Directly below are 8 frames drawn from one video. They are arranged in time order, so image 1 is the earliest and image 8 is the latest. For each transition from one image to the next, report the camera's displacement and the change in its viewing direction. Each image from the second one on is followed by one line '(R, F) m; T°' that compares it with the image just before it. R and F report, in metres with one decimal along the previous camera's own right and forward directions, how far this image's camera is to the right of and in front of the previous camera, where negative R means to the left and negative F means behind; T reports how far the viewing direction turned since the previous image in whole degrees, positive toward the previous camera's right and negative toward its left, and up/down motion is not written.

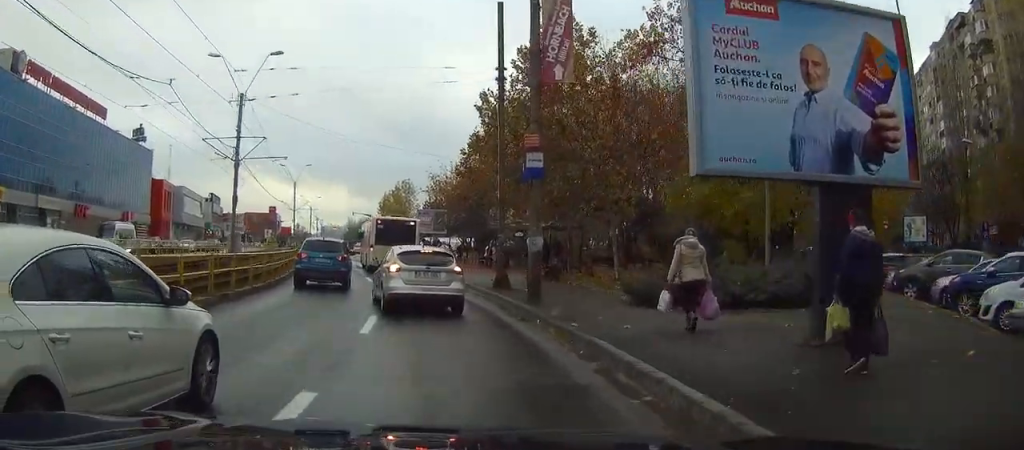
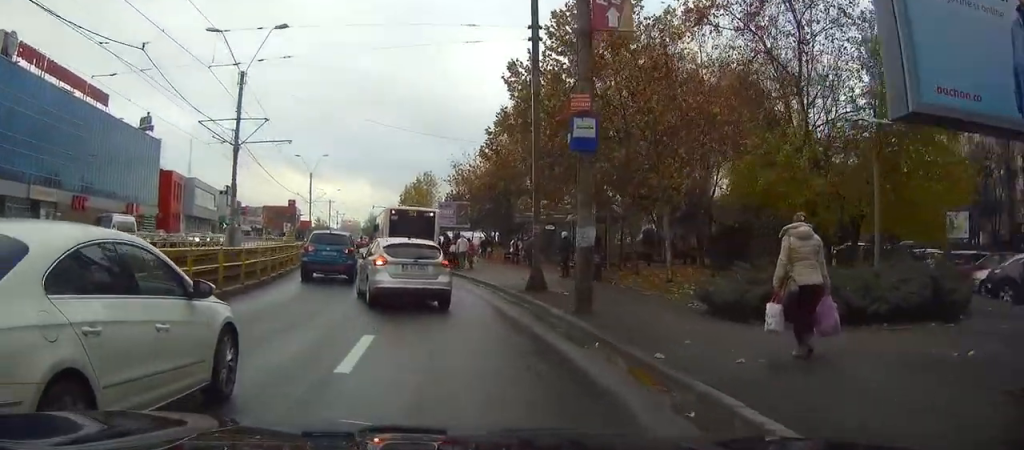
(-0.1, +4.1) m; -3°
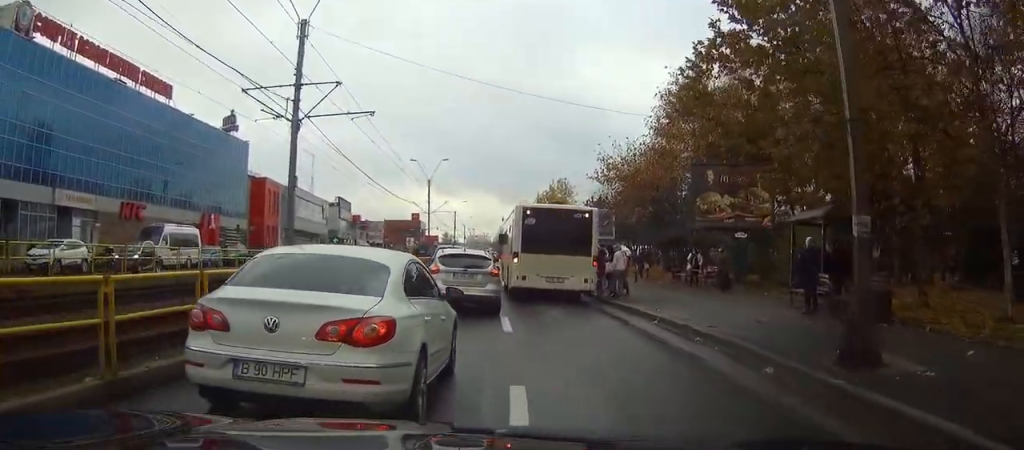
(-1.5, +10.7) m; -17°
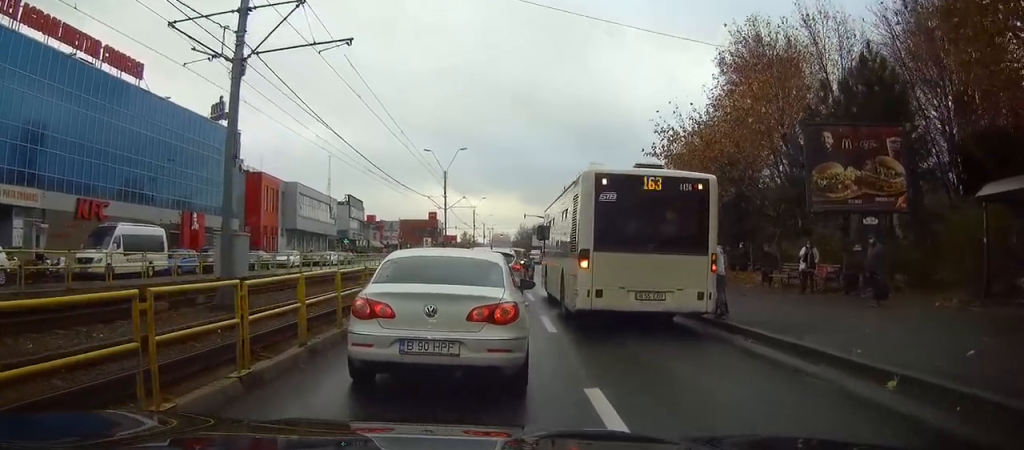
(-0.2, +8.1) m; -1°
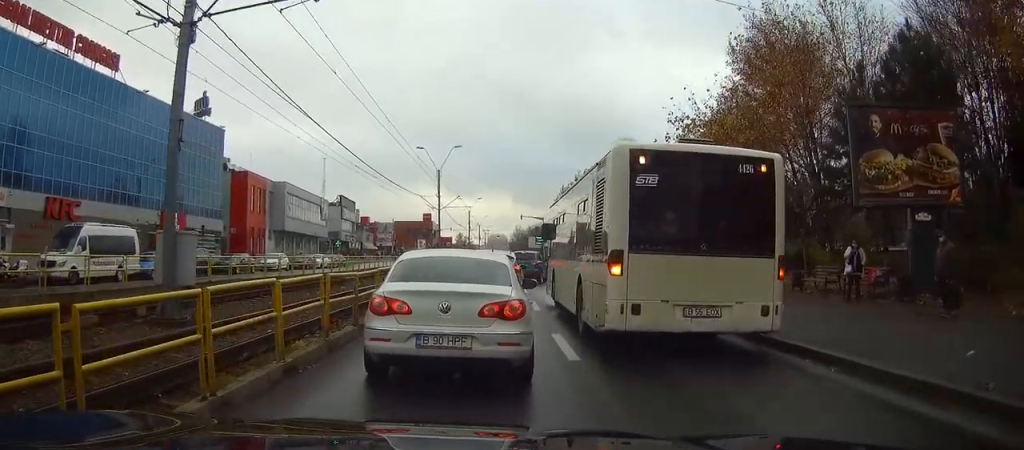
(0.0, +3.0) m; +2°
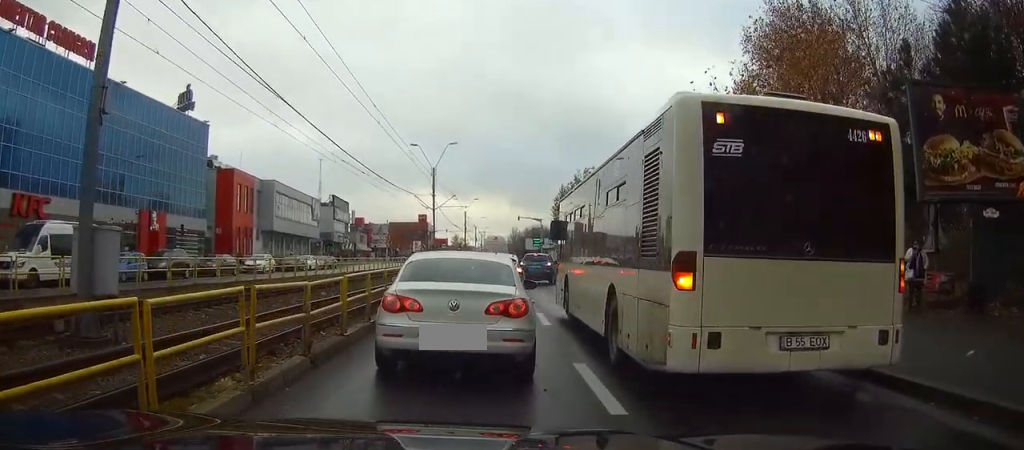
(+0.1, +3.2) m; +3°
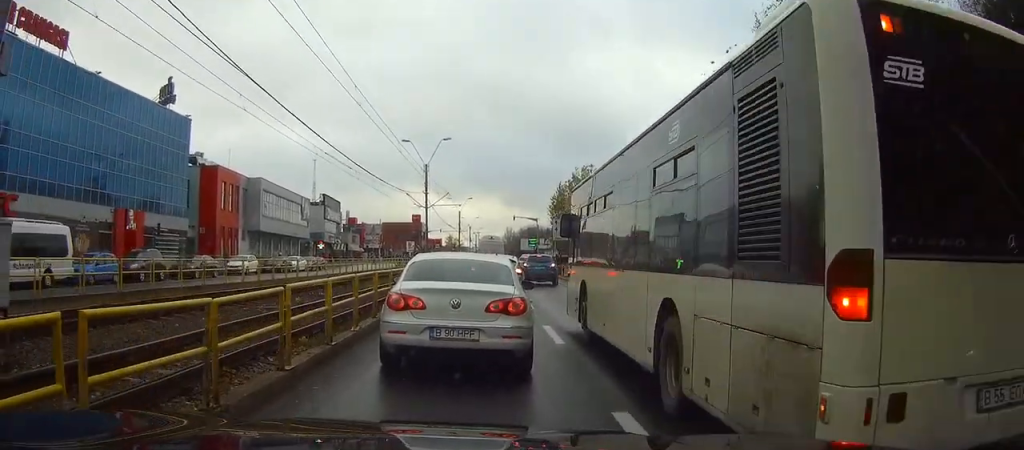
(+0.1, +2.9) m; +1°
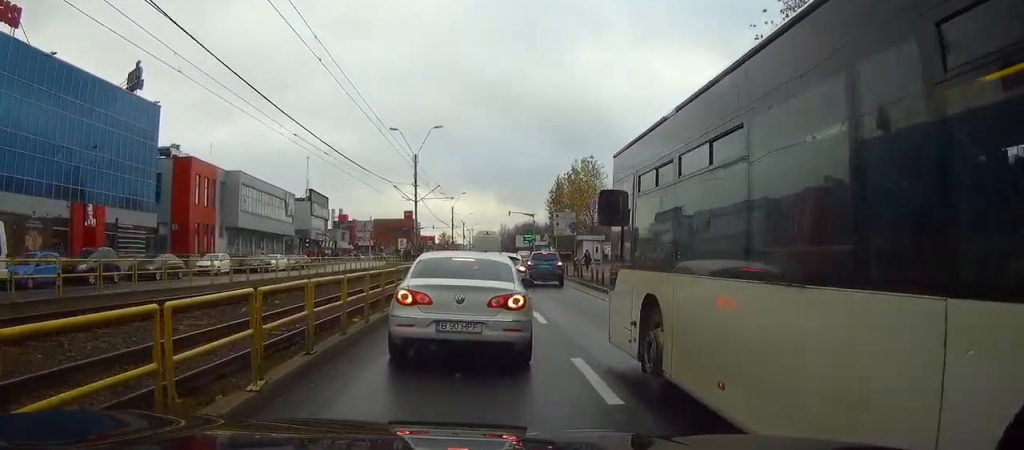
(+0.1, +5.0) m; 0°
